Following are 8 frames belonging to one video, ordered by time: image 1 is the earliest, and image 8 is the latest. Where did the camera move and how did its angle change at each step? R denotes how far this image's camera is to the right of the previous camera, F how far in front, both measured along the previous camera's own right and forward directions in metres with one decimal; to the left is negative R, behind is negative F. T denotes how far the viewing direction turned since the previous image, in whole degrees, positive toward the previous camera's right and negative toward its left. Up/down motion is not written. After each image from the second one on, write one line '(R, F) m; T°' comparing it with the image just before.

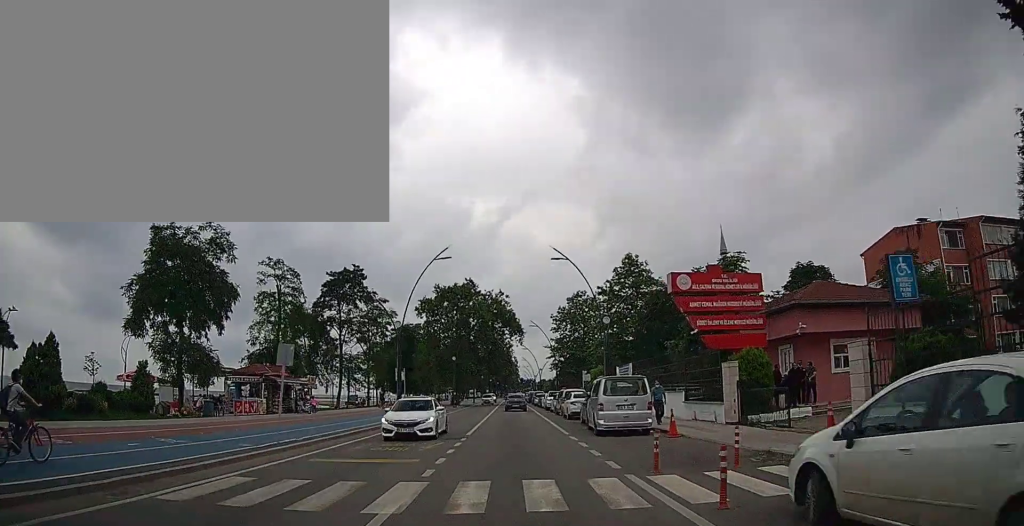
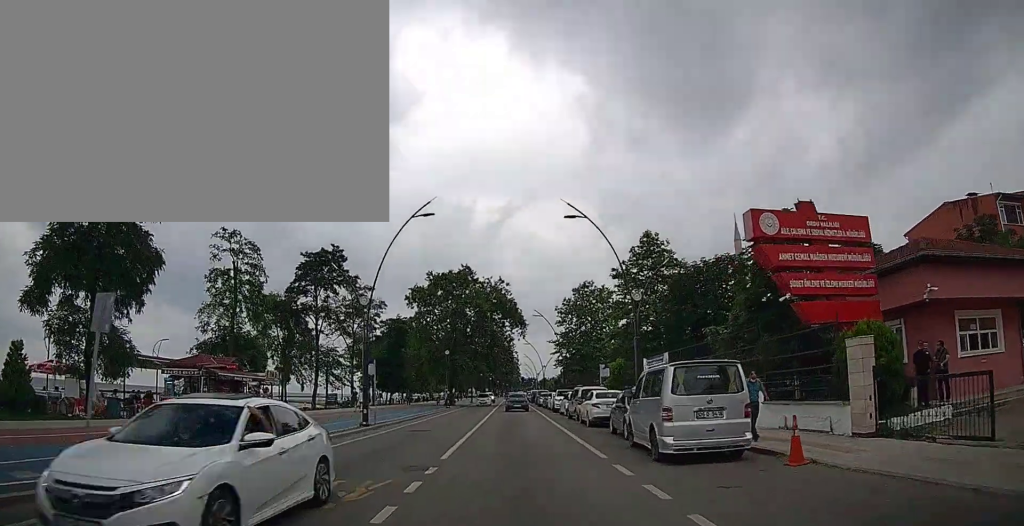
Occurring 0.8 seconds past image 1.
(+0.1, +7.9) m; +1°
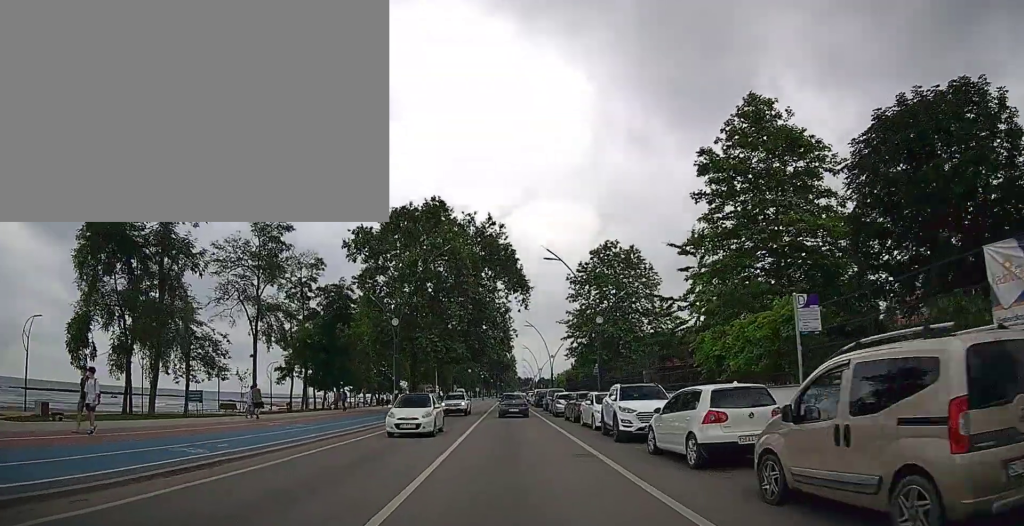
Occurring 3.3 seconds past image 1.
(-0.2, +24.6) m; -1°
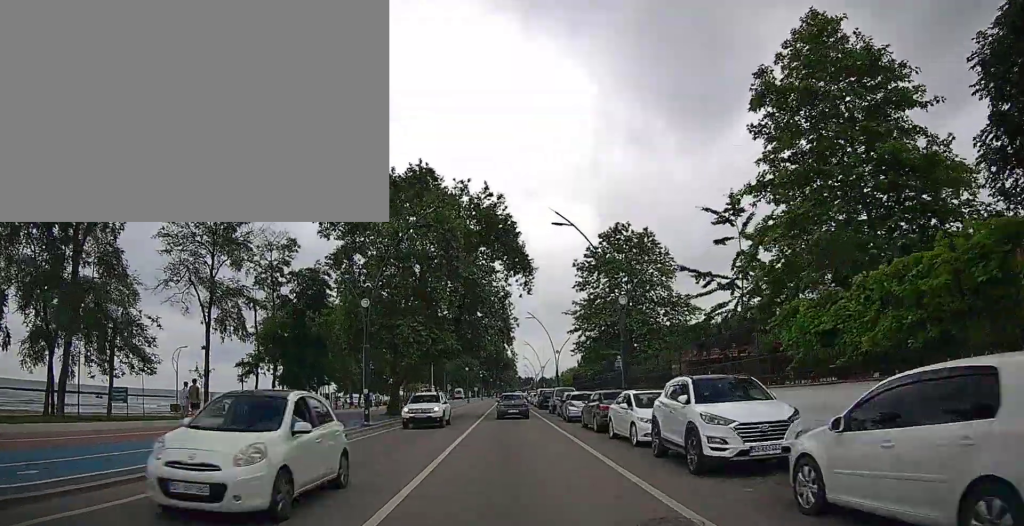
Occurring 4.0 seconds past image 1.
(0.0, +6.9) m; 0°
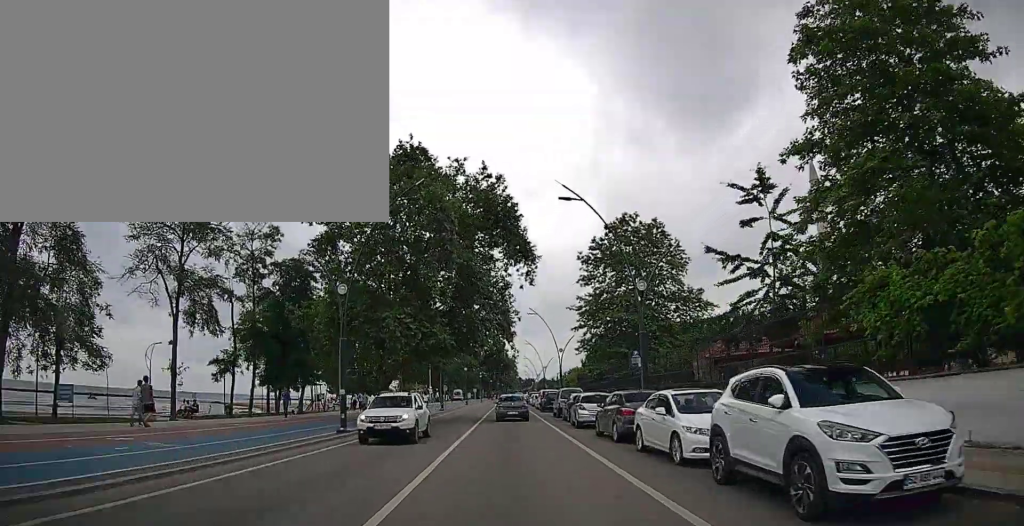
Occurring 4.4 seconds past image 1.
(+0.1, +3.7) m; +1°
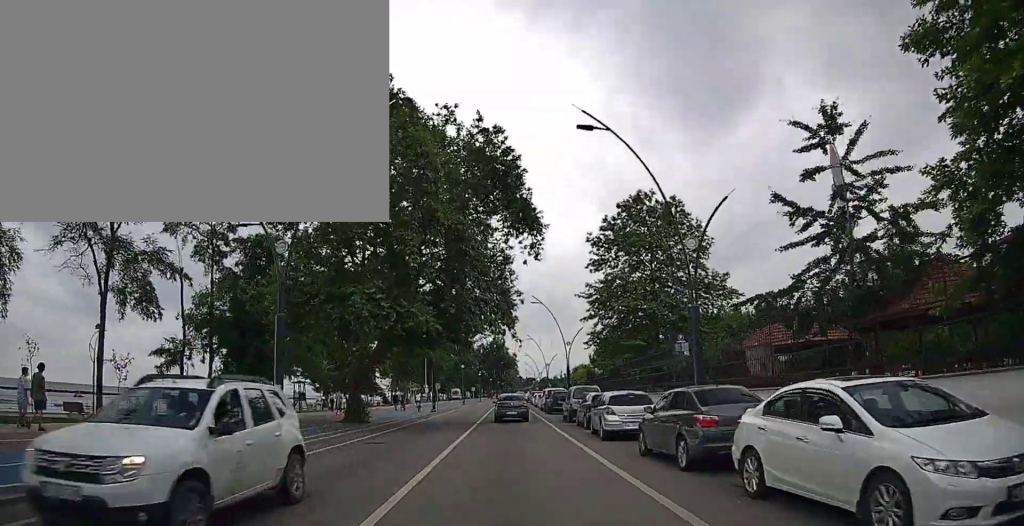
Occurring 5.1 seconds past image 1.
(0.0, +6.3) m; 0°
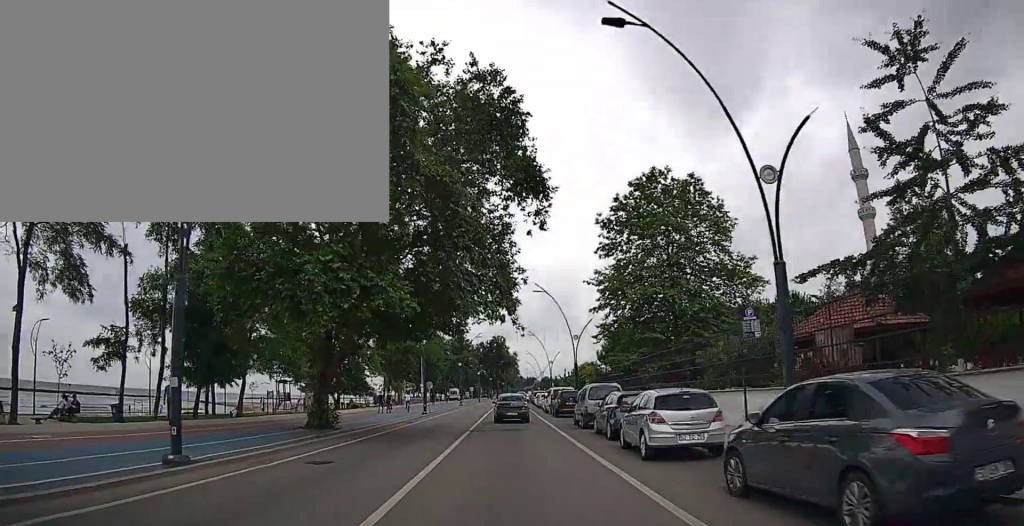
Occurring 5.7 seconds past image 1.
(0.0, +5.3) m; 0°
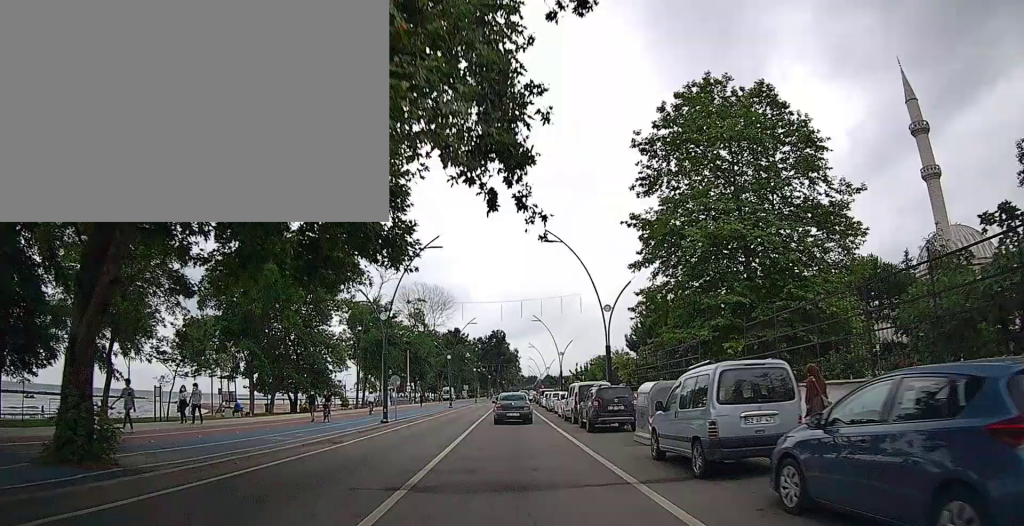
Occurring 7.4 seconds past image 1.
(0.0, +14.3) m; 0°
